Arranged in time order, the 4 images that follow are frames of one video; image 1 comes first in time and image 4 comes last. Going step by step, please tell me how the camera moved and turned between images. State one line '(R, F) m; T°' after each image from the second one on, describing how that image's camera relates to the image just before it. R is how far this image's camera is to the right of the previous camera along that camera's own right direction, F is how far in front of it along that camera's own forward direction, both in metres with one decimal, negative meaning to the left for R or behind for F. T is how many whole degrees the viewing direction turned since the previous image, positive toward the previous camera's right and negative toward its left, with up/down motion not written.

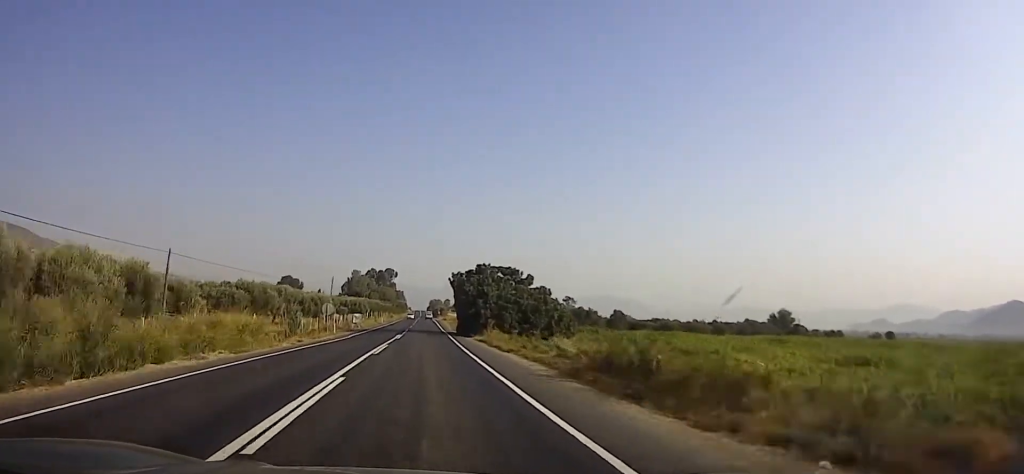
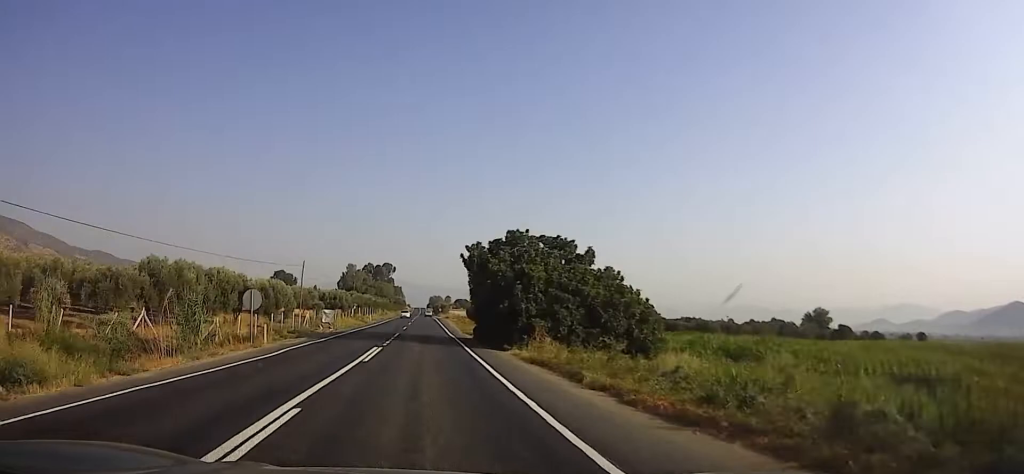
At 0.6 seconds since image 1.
(-0.1, +18.9) m; 0°
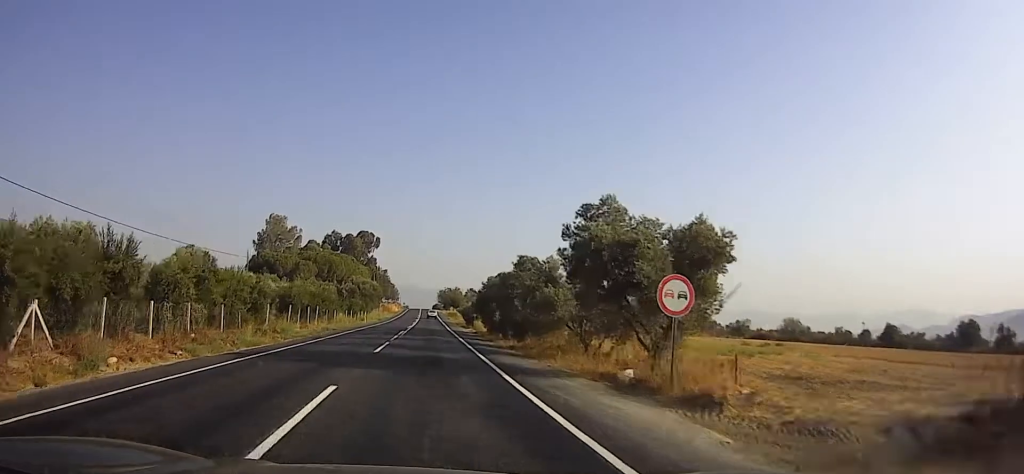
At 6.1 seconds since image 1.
(+2.4, +162.1) m; +2°
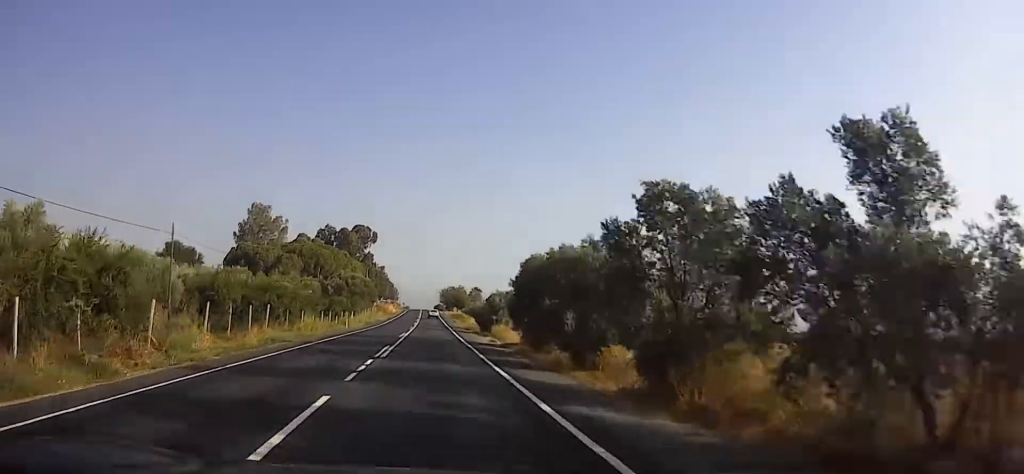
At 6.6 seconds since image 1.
(+0.1, +16.1) m; 0°
